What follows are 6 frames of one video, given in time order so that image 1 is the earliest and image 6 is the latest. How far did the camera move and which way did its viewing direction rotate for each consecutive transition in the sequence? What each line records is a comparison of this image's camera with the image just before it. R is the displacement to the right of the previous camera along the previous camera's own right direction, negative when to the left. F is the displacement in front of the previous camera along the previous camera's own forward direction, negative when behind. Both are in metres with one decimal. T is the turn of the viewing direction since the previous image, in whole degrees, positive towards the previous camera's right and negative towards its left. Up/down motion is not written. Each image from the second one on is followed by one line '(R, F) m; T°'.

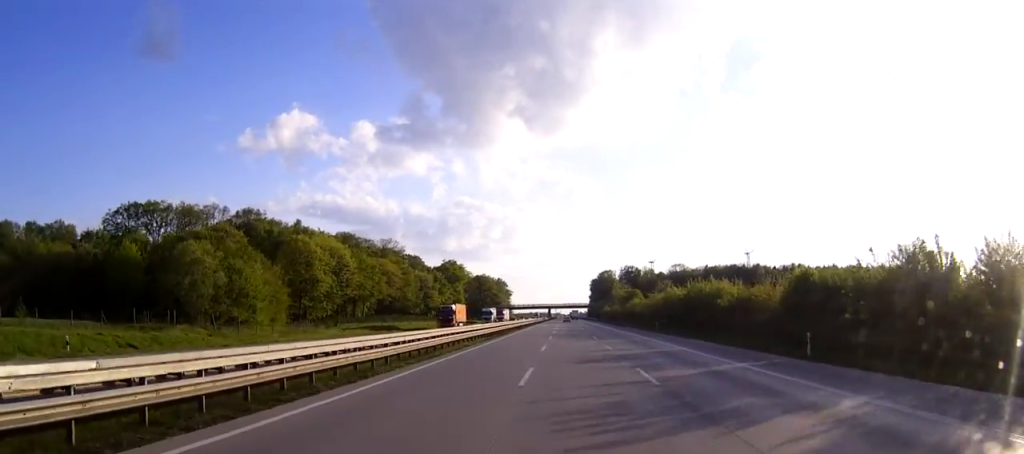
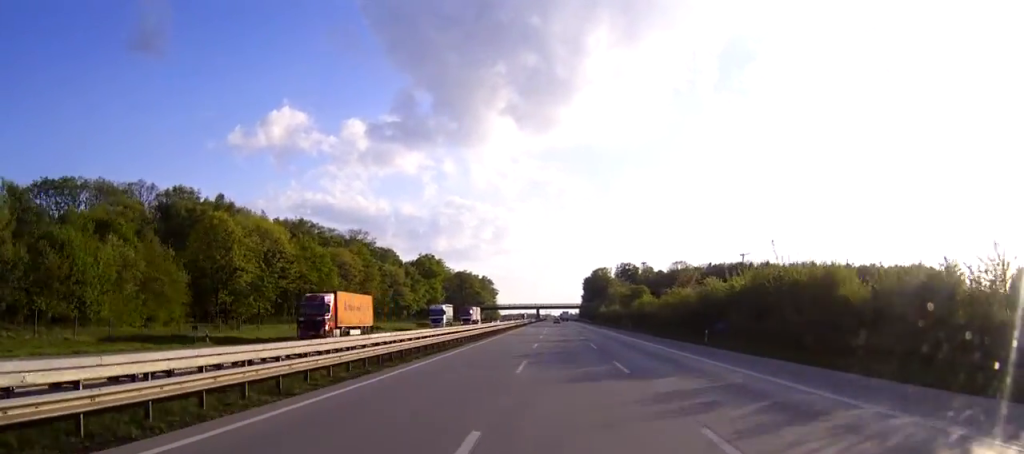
(+0.1, +31.3) m; 0°
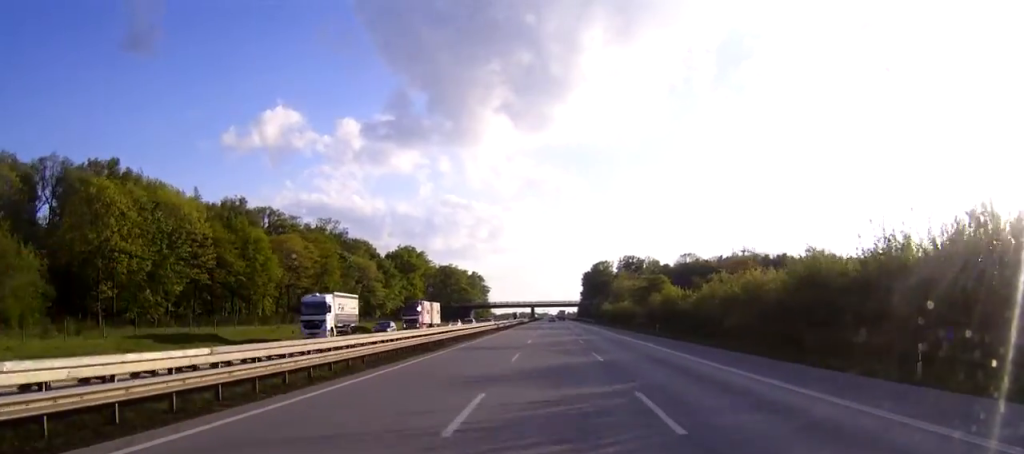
(0.0, +30.3) m; 0°
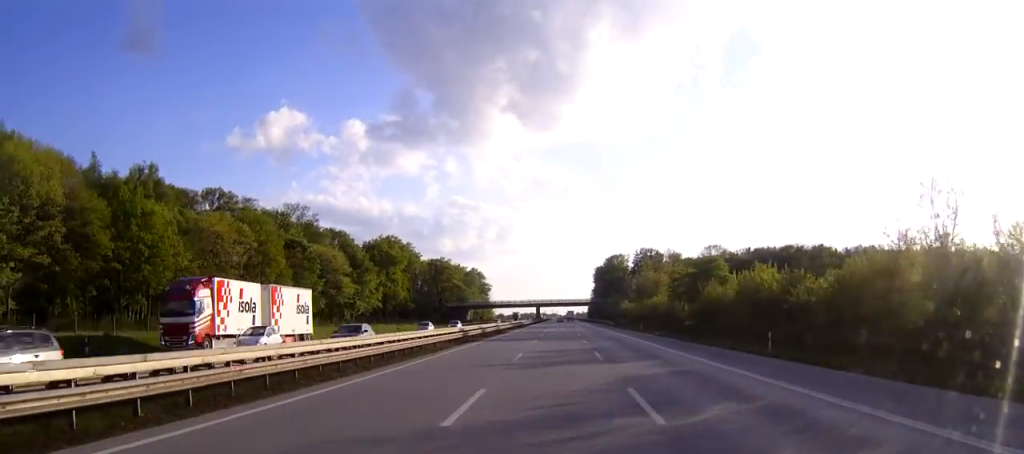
(0.0, +34.9) m; 0°
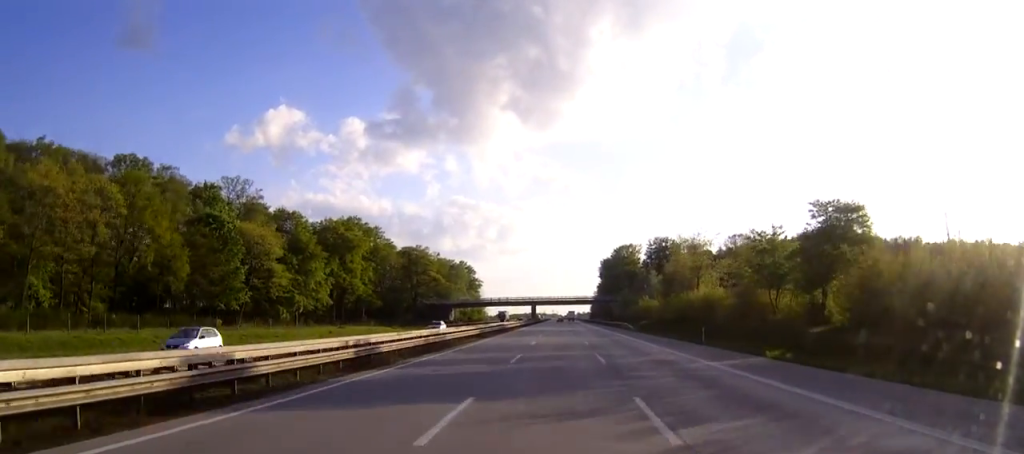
(-0.1, +37.7) m; 0°
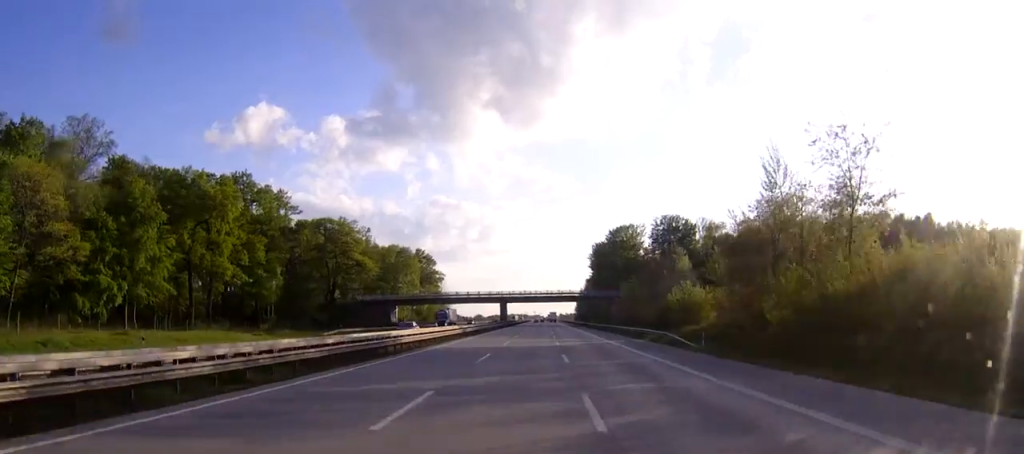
(+0.5, +52.4) m; +1°
